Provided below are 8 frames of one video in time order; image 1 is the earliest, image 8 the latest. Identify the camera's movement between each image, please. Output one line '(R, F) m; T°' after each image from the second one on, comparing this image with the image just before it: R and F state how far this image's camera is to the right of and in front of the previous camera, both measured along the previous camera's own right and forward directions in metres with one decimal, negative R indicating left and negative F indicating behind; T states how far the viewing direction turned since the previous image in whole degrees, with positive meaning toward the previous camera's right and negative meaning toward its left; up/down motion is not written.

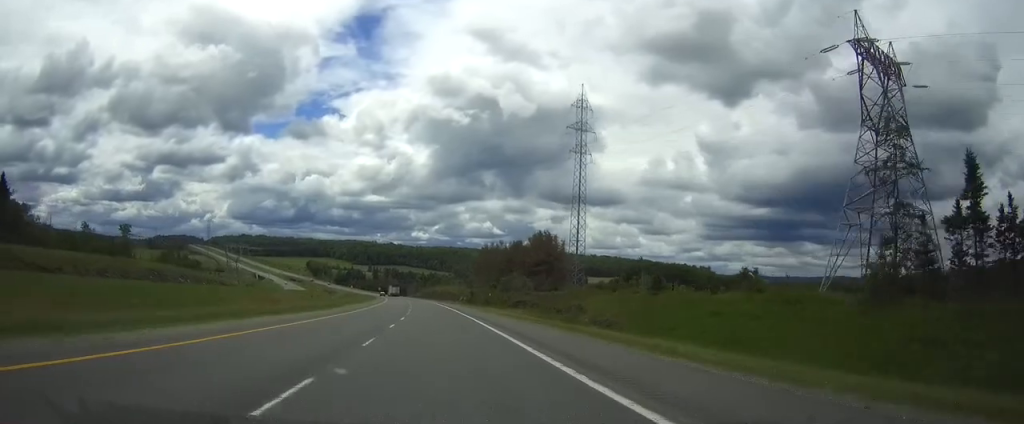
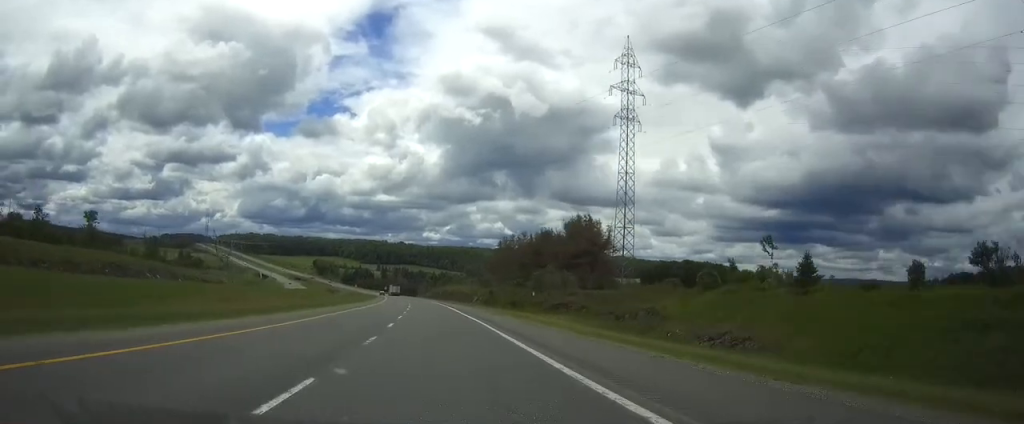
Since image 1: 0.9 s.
(0.0, +27.6) m; -1°
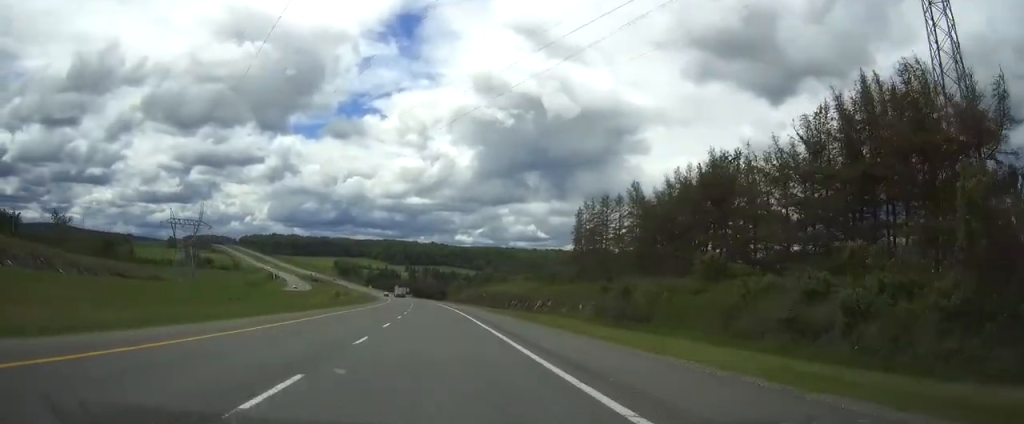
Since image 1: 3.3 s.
(-1.7, +72.1) m; -3°
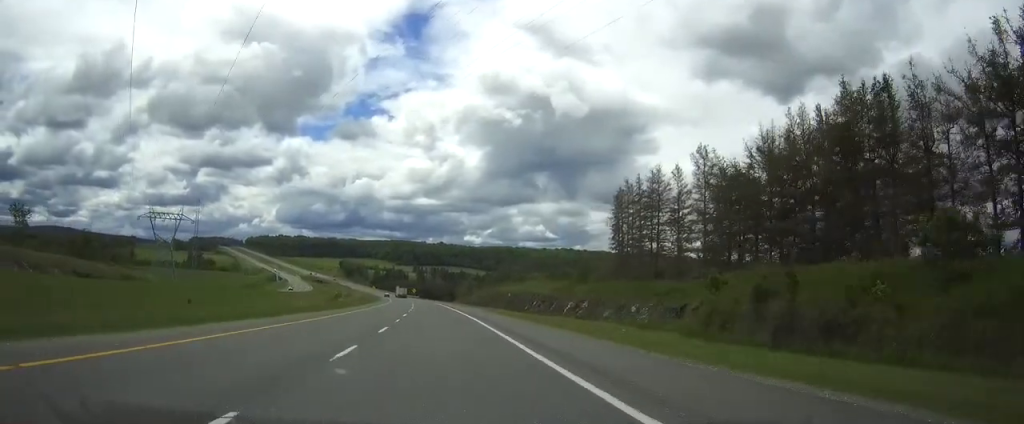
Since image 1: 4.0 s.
(-0.2, +21.2) m; -1°
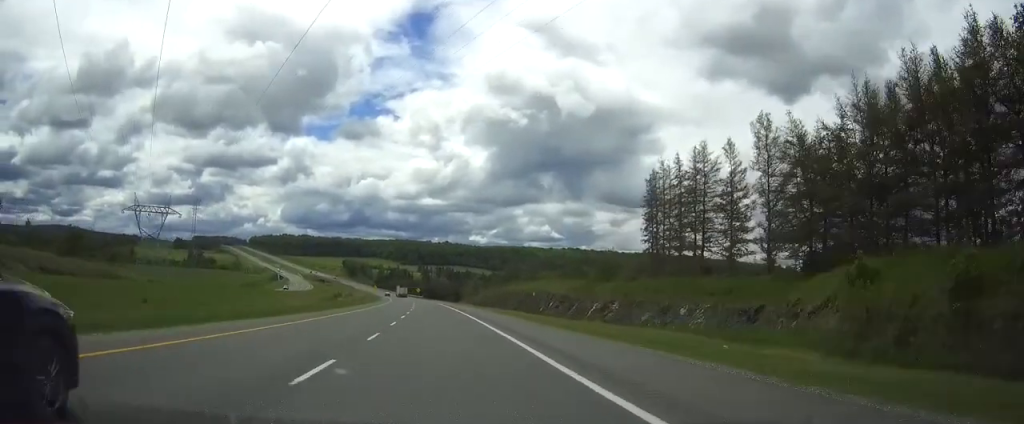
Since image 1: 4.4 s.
(-0.1, +13.1) m; 0°
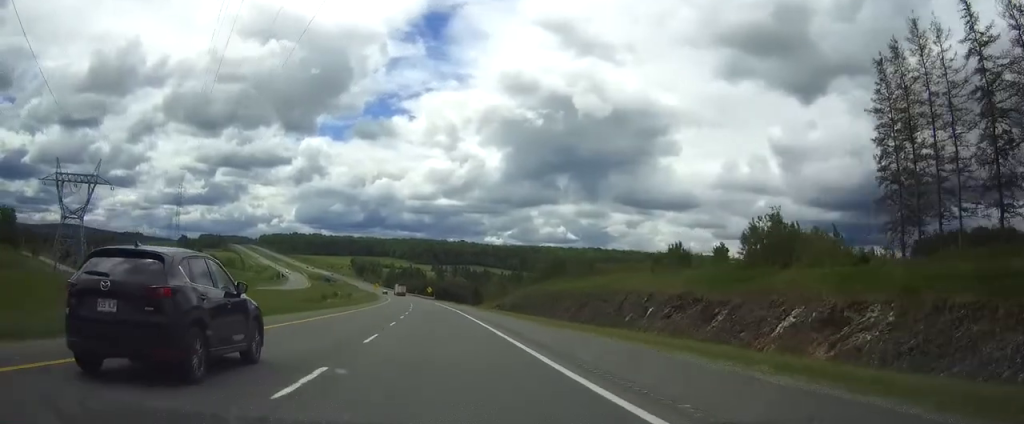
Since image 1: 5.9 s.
(-0.5, +46.2) m; -1°
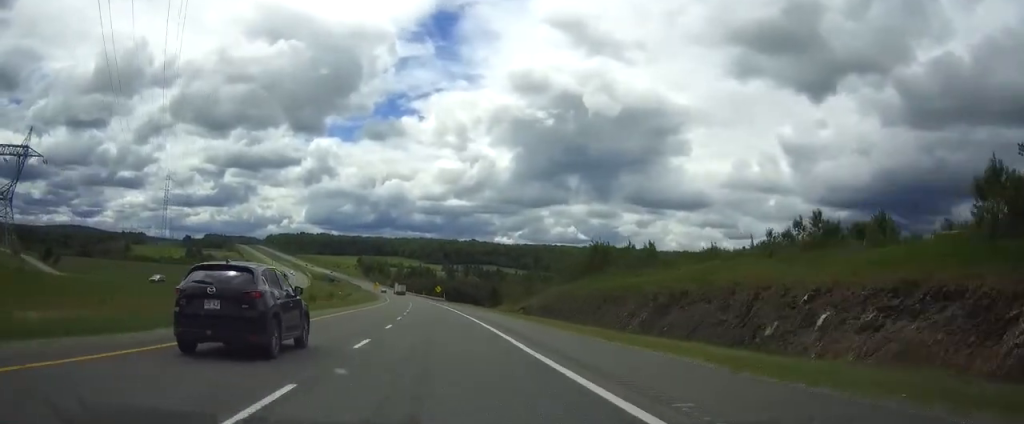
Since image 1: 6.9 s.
(-0.1, +29.3) m; -1°
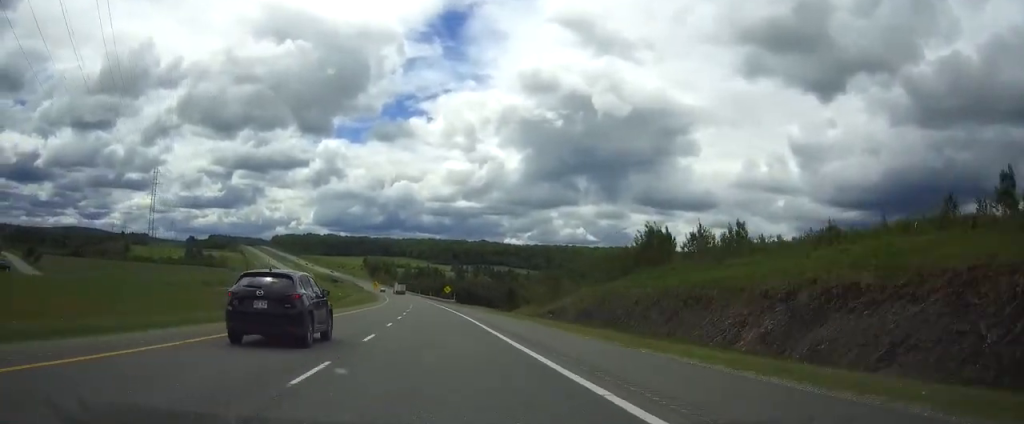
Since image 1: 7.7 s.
(-0.1, +24.4) m; -1°
